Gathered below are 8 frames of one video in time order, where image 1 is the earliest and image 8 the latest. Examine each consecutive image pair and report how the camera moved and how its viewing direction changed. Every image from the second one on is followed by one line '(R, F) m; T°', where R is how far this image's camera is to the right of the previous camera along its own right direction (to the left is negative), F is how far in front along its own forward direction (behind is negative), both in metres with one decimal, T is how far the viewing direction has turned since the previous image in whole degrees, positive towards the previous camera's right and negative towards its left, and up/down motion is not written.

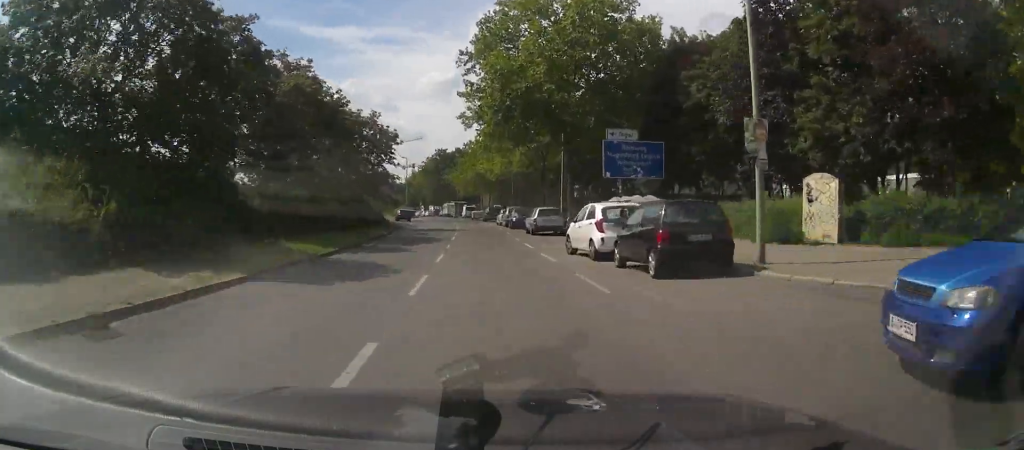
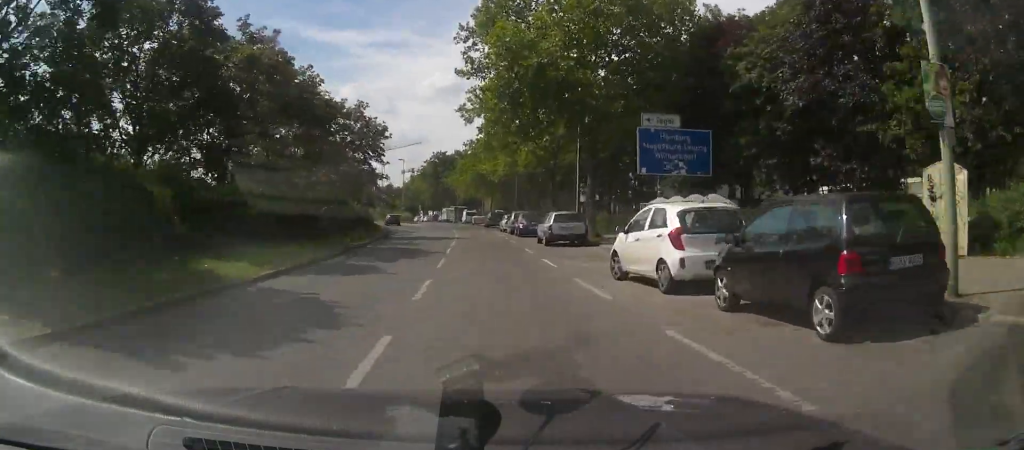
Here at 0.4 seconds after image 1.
(+0.1, +5.8) m; 0°
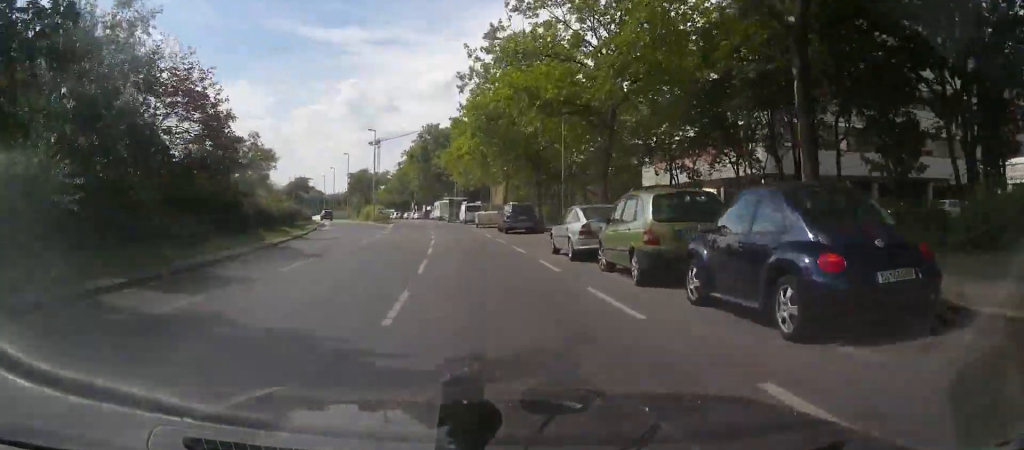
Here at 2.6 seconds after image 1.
(-0.4, +32.5) m; -2°
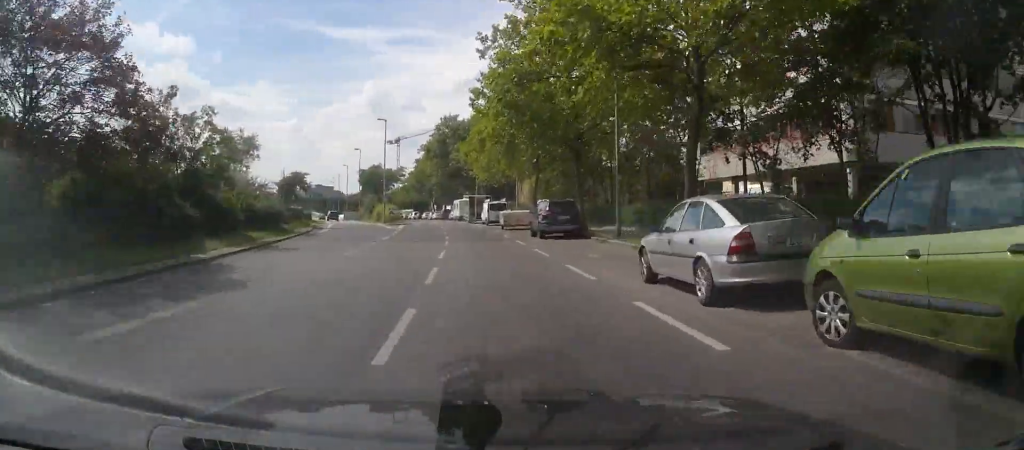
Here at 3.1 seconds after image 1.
(0.0, +8.0) m; -2°
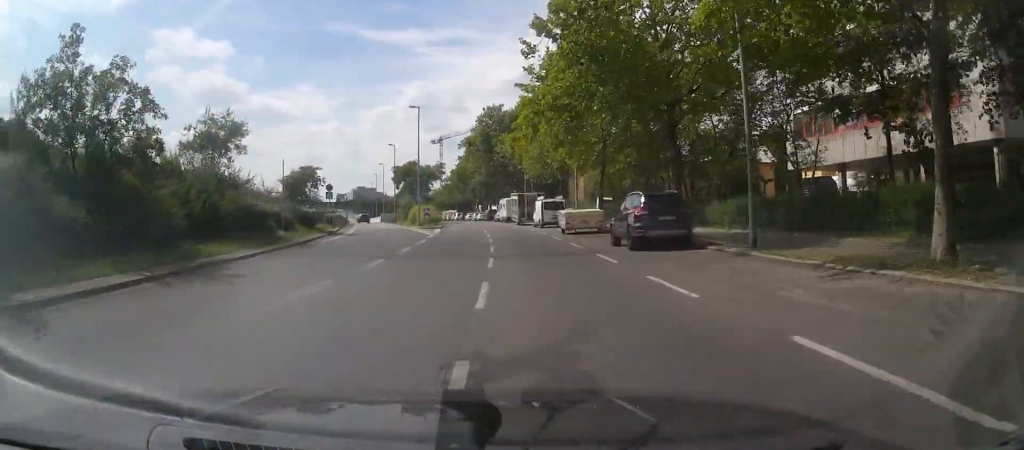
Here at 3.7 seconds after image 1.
(+0.3, +8.9) m; -3°
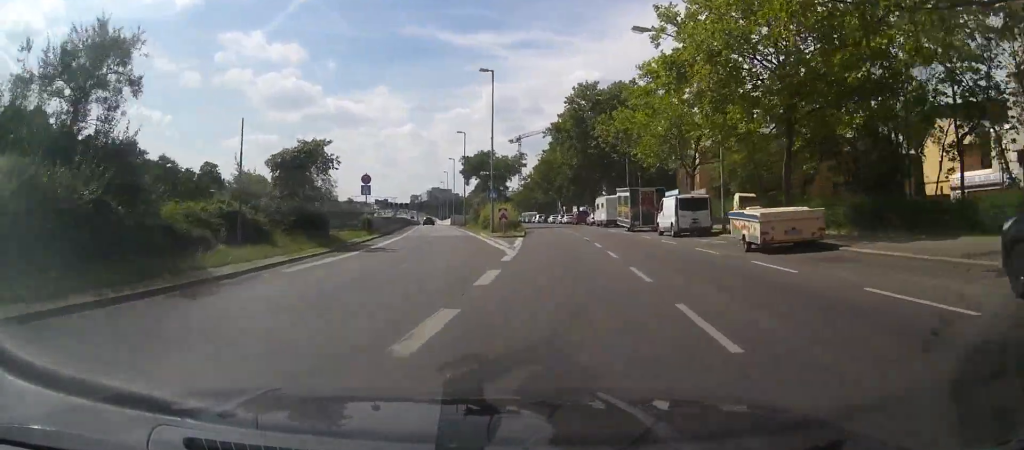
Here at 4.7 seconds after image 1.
(-1.1, +14.9) m; -7°
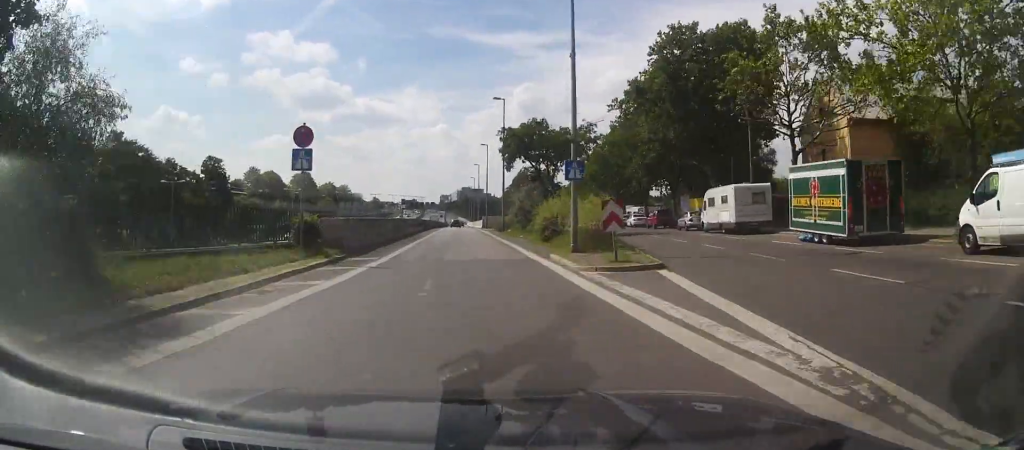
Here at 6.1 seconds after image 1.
(-0.8, +20.4) m; -3°
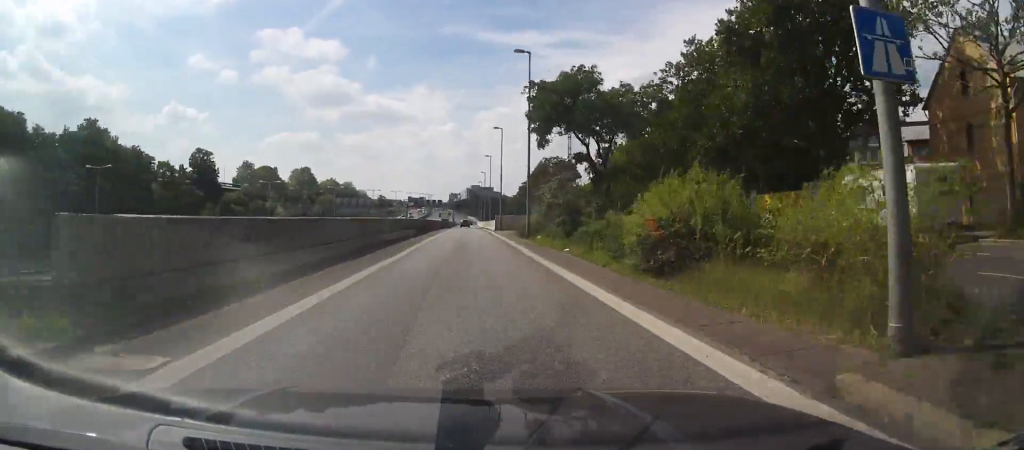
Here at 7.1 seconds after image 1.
(-0.2, +14.1) m; -2°
